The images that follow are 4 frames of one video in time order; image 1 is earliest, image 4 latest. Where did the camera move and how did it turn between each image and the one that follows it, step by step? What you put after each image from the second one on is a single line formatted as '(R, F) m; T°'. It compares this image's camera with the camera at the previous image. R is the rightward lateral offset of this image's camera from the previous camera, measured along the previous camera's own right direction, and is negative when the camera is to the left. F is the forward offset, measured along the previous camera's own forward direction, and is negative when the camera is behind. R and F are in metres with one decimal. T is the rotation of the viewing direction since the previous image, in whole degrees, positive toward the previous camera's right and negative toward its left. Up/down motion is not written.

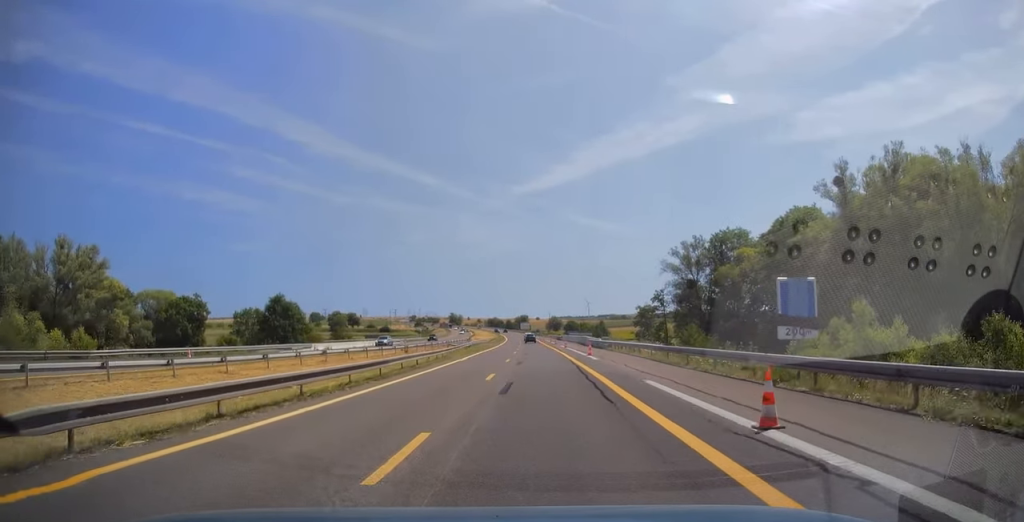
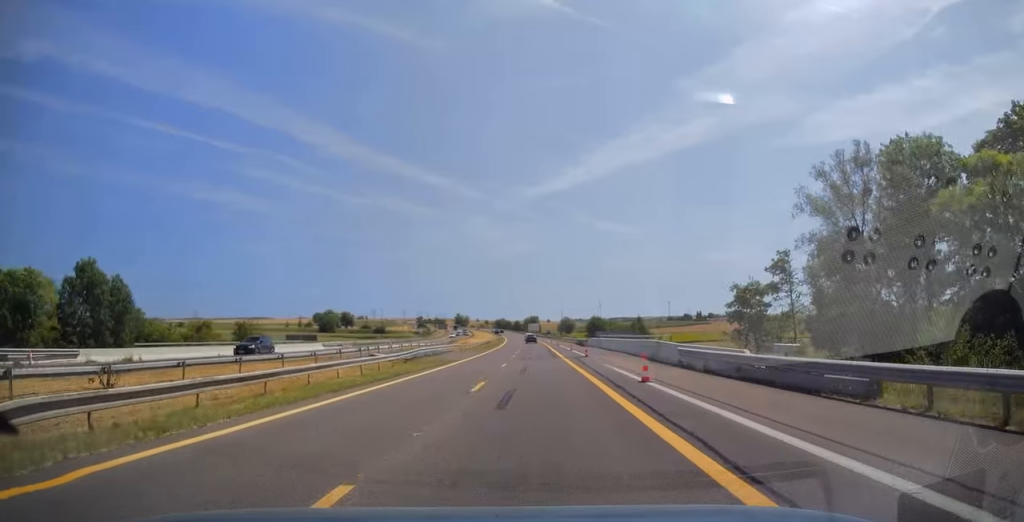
(0.0, +41.8) m; -1°
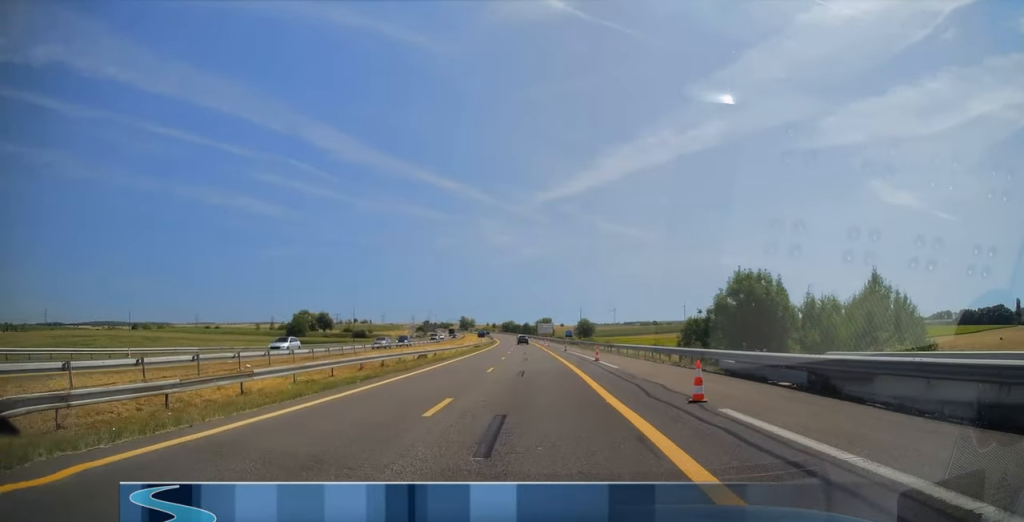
(-1.5, +69.8) m; -1°
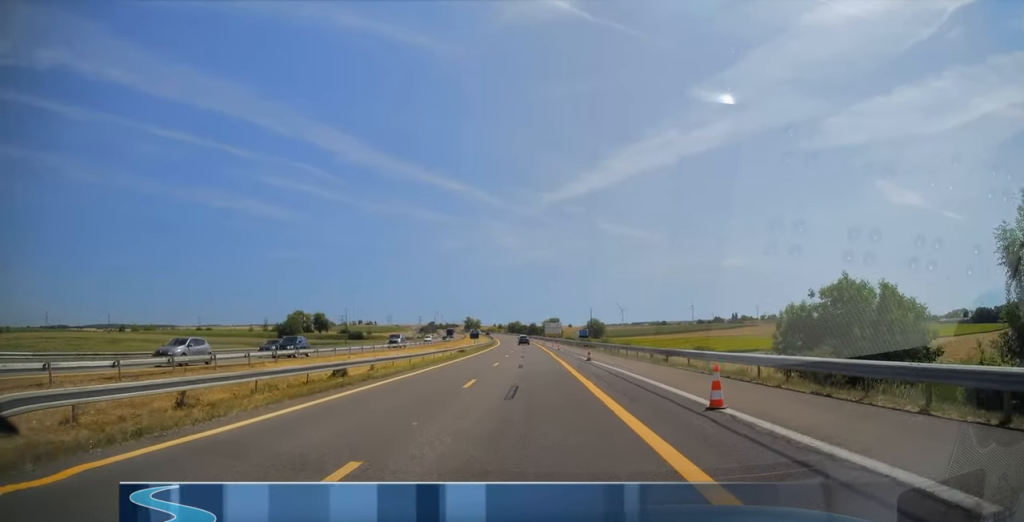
(0.0, +19.8) m; 0°
